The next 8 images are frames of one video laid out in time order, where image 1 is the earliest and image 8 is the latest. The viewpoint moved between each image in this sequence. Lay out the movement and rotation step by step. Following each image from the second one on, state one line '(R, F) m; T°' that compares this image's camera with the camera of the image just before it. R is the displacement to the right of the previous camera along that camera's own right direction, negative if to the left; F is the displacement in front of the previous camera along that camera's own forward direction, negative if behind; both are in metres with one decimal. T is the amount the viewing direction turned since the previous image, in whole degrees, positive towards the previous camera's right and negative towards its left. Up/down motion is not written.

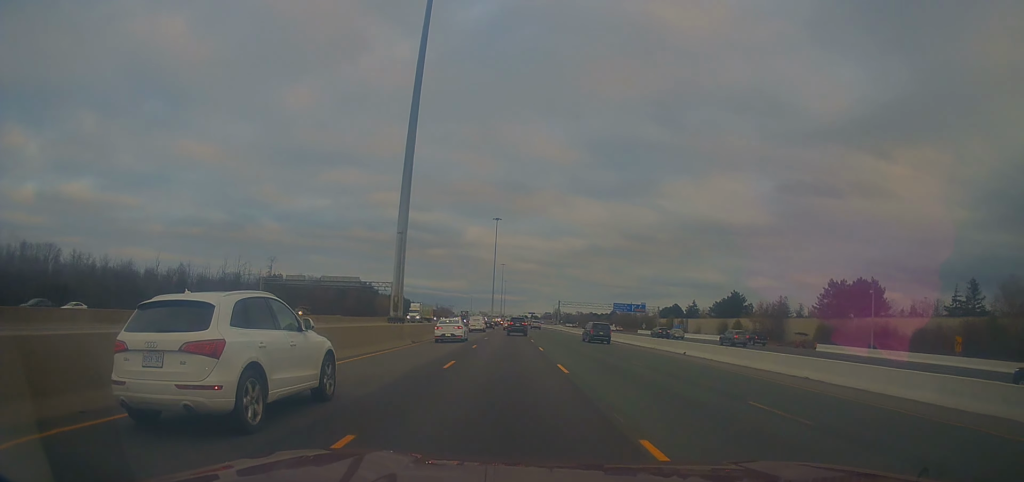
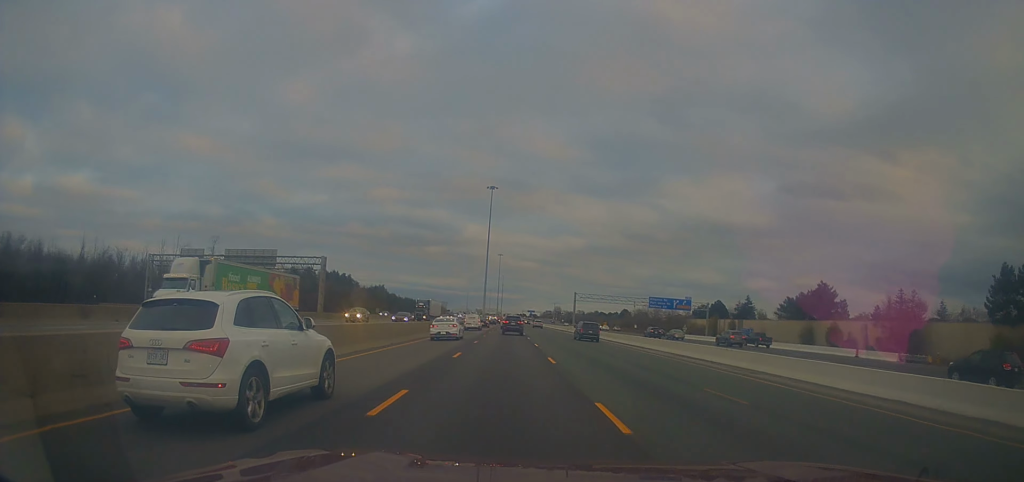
(0.0, +45.0) m; 0°
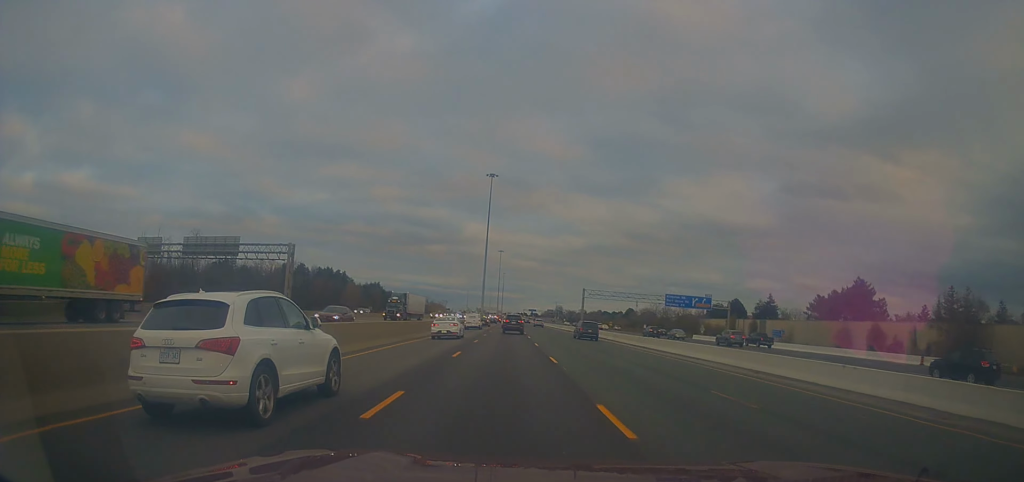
(-0.1, +12.4) m; 0°
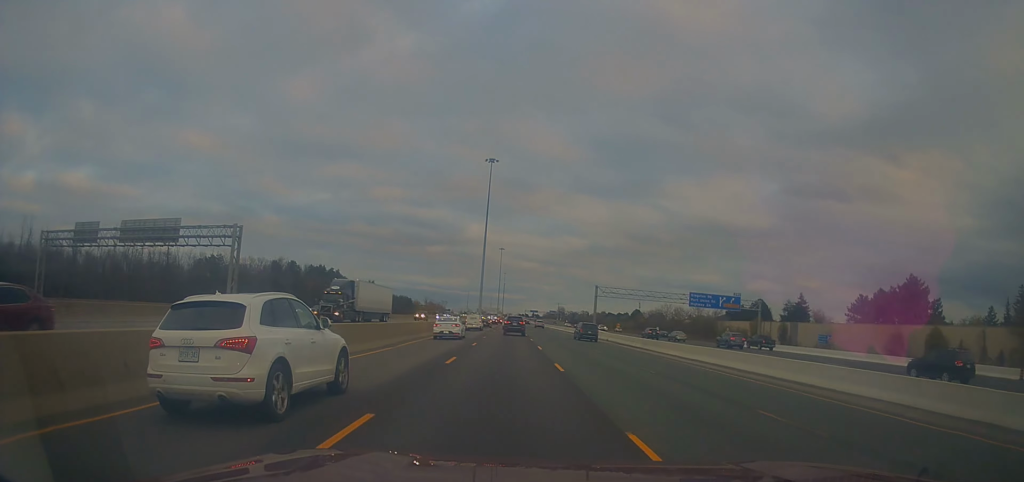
(0.0, +14.4) m; 0°
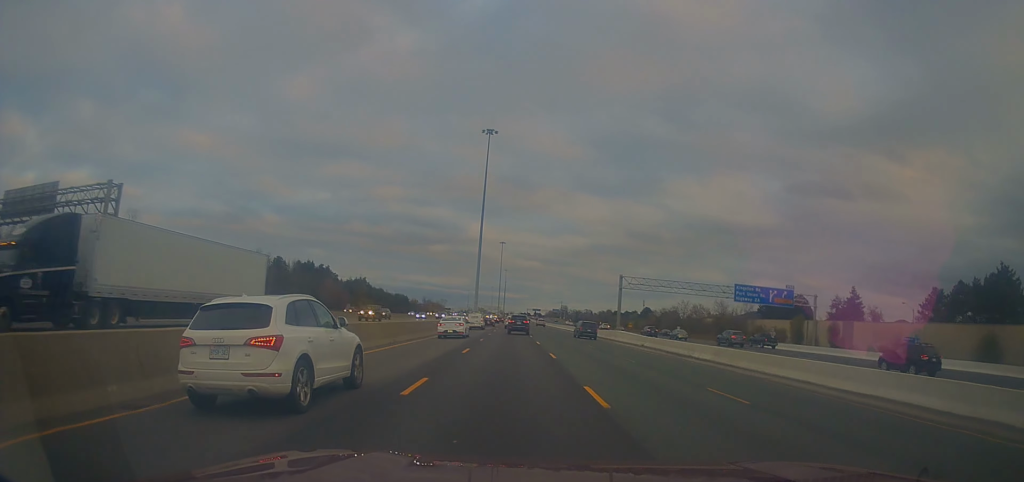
(-0.1, +19.3) m; +1°
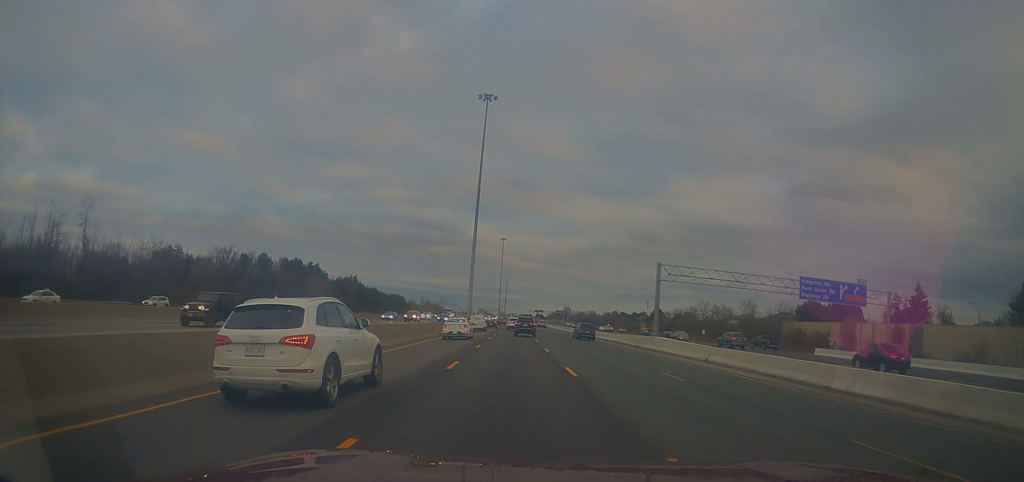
(+0.3, +18.1) m; 0°
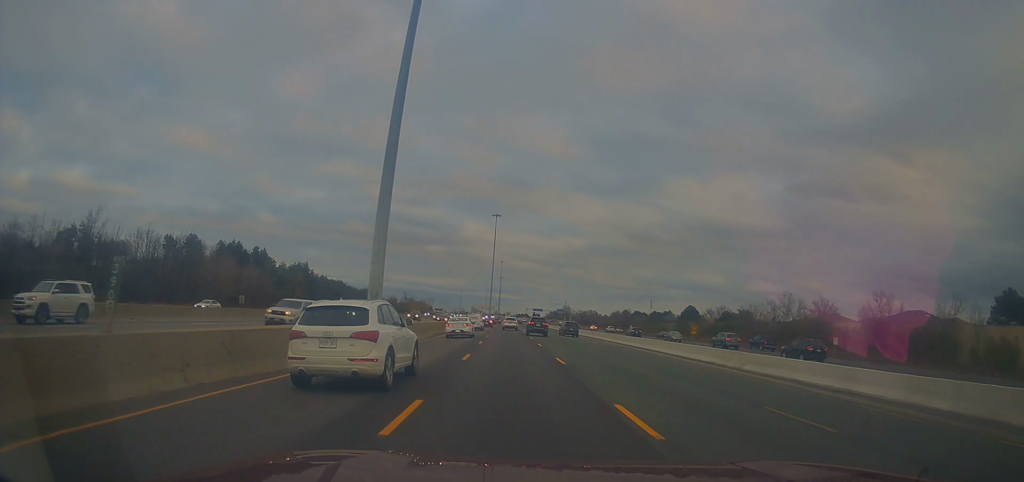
(-1.1, +56.3) m; -1°
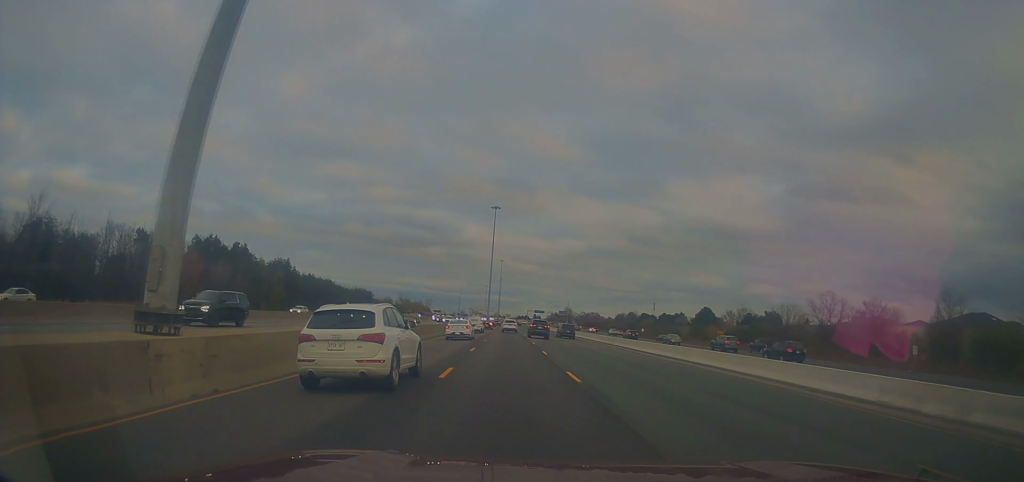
(+0.3, +17.1) m; +1°
